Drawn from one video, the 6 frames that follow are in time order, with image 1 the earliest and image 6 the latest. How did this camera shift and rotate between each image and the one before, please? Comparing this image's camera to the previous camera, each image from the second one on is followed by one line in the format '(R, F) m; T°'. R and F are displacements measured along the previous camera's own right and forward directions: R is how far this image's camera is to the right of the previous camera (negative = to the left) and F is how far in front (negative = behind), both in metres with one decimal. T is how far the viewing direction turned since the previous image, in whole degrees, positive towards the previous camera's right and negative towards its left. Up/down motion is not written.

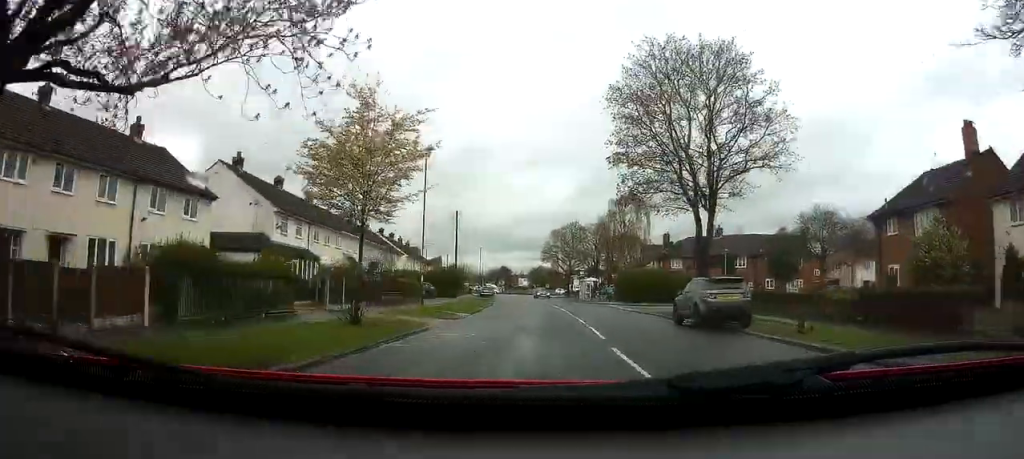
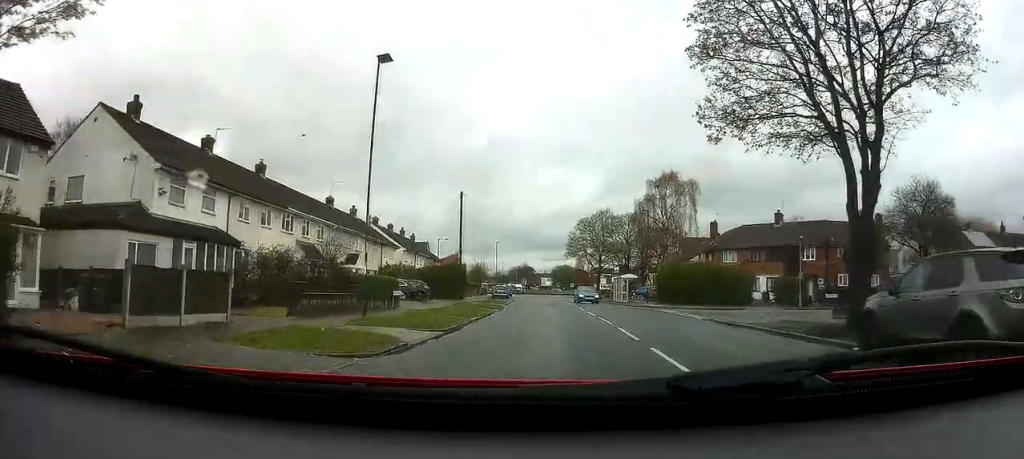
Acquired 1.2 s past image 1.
(+0.4, +12.1) m; 0°
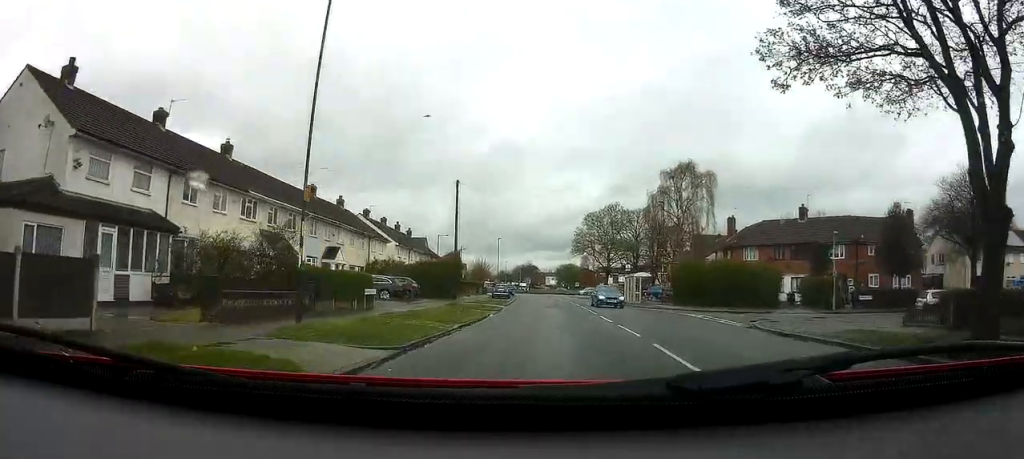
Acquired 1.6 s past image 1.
(-0.2, +4.8) m; 0°
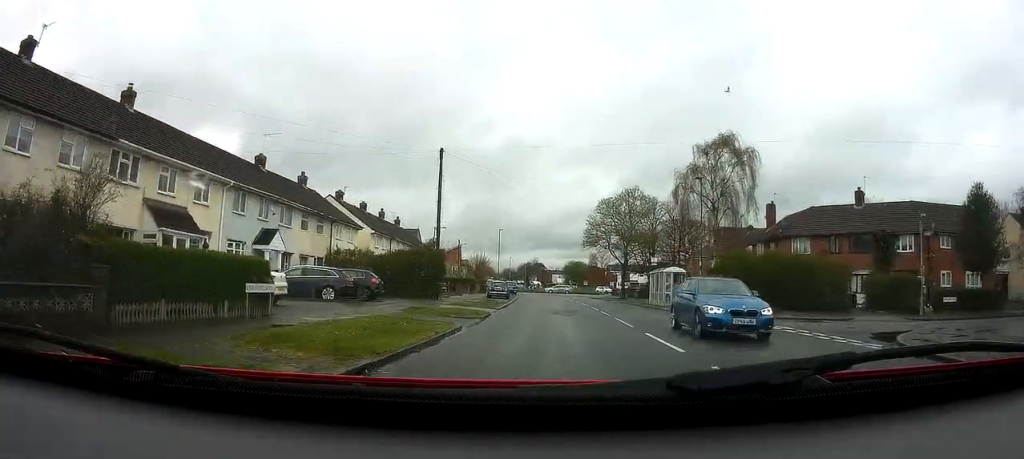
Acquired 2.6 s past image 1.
(+0.1, +9.5) m; +1°
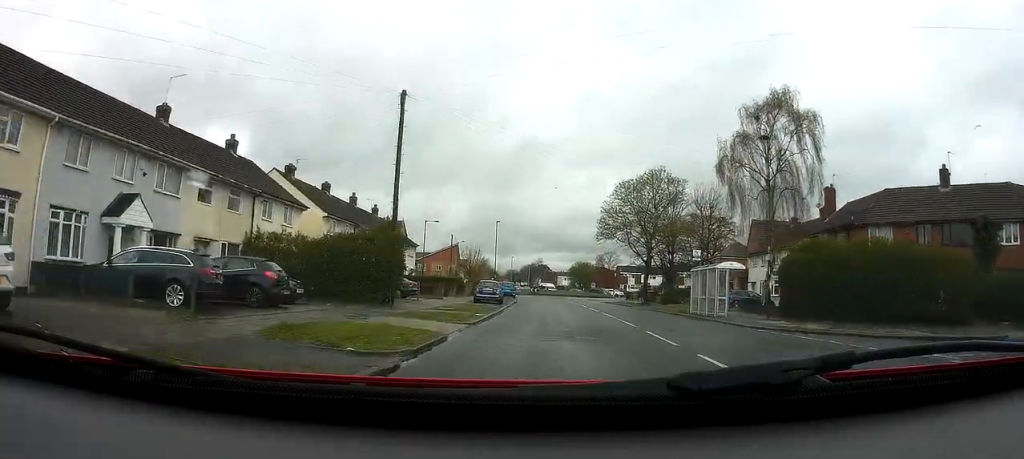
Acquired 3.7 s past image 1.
(+0.2, +10.8) m; -1°
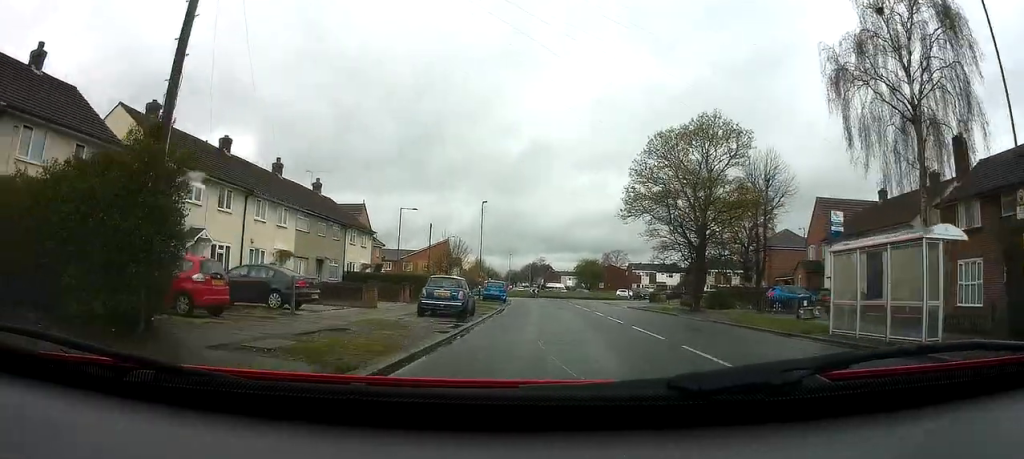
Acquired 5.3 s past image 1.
(-0.4, +15.2) m; -1°
